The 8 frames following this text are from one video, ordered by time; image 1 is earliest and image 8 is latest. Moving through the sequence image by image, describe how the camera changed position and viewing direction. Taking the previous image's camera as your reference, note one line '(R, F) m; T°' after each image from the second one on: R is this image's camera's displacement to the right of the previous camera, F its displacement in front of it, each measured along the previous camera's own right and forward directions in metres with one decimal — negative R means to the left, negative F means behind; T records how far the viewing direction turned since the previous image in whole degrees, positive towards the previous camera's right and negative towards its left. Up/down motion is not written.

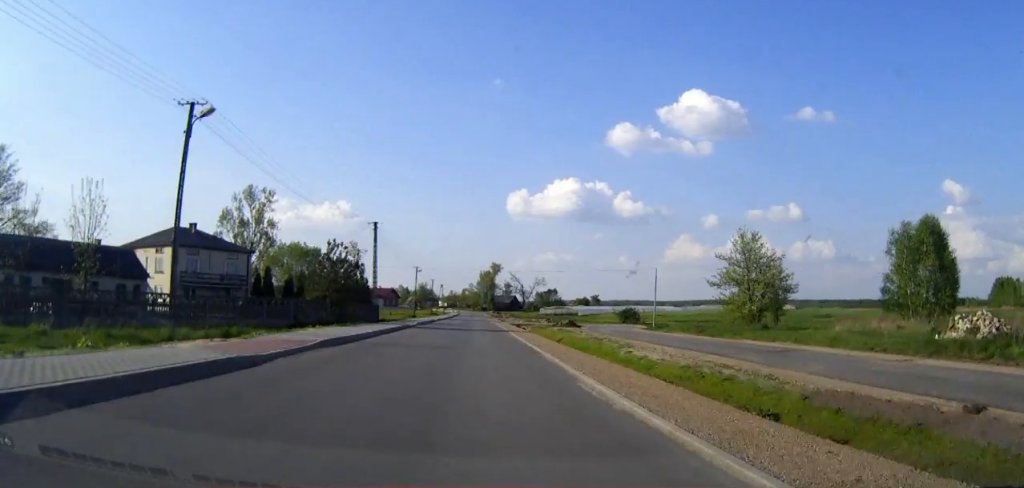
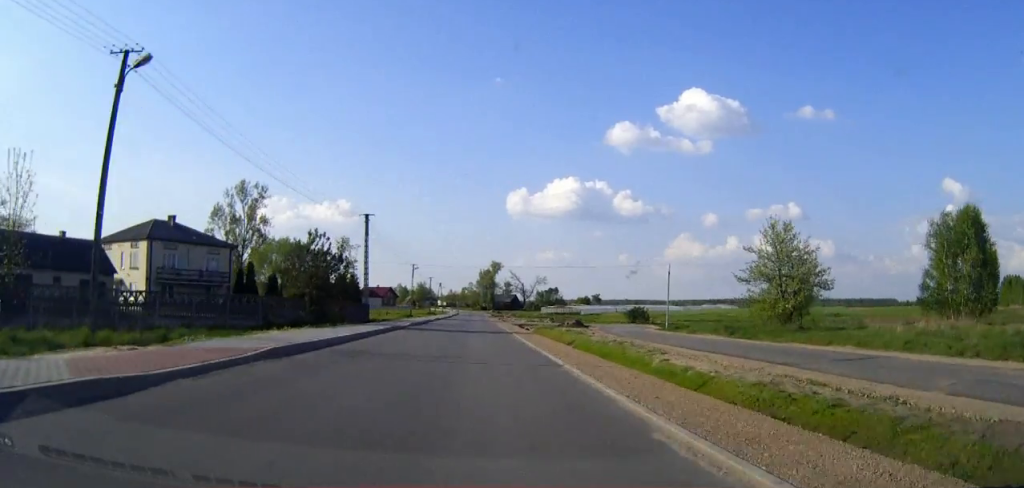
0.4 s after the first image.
(0.0, +5.7) m; 0°
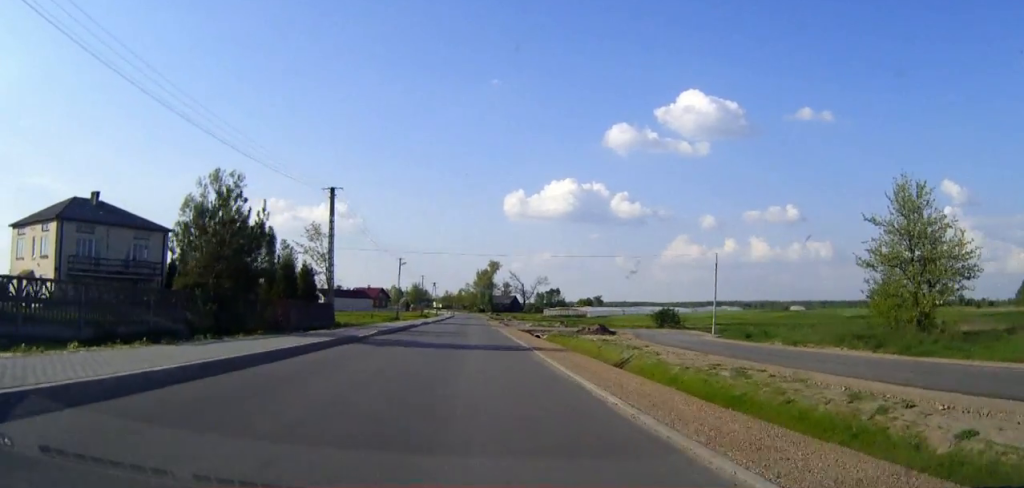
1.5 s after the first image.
(0.0, +15.7) m; 0°
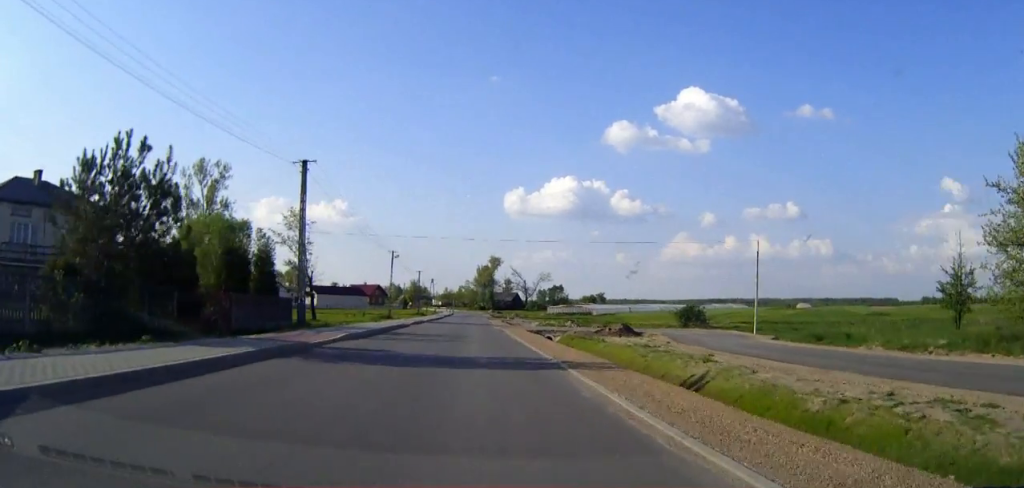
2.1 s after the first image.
(0.0, +9.1) m; 0°
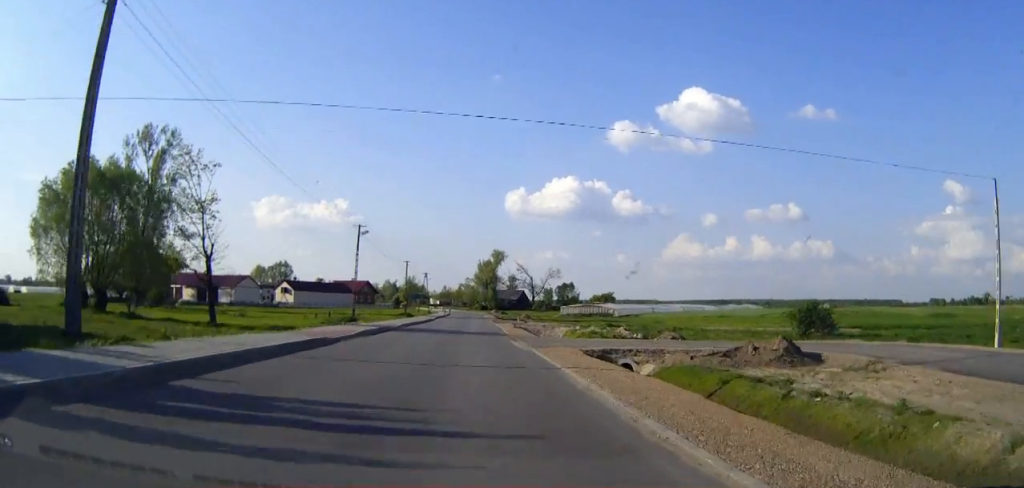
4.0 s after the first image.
(0.0, +26.6) m; 0°
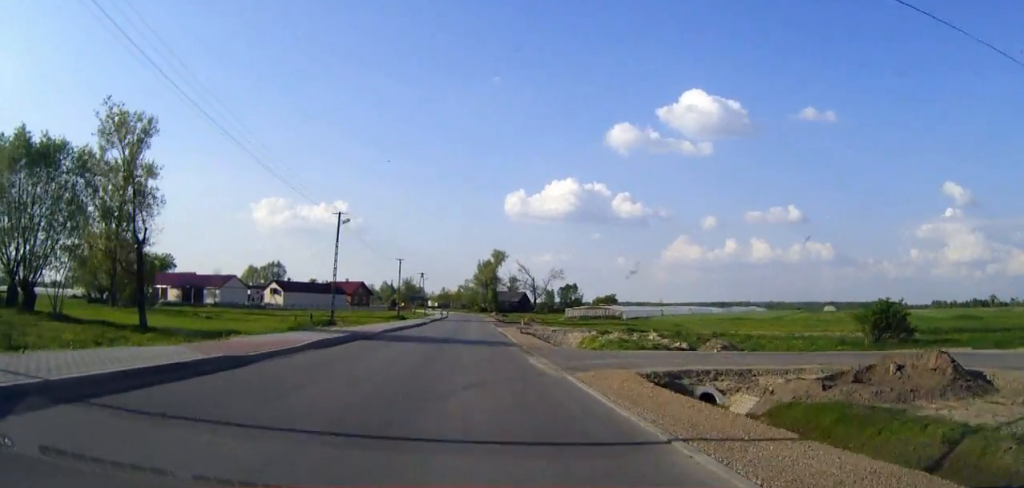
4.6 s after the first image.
(0.0, +9.1) m; 0°
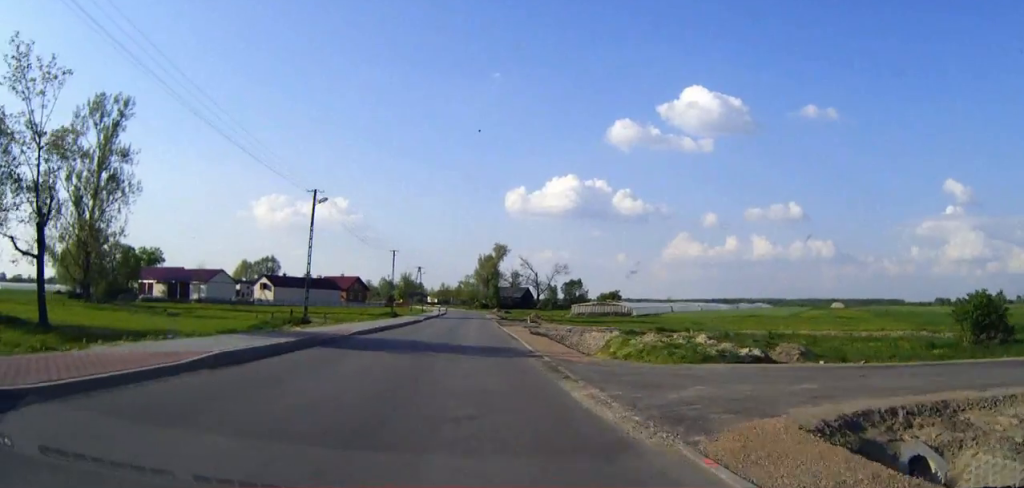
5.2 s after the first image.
(0.0, +8.6) m; 0°
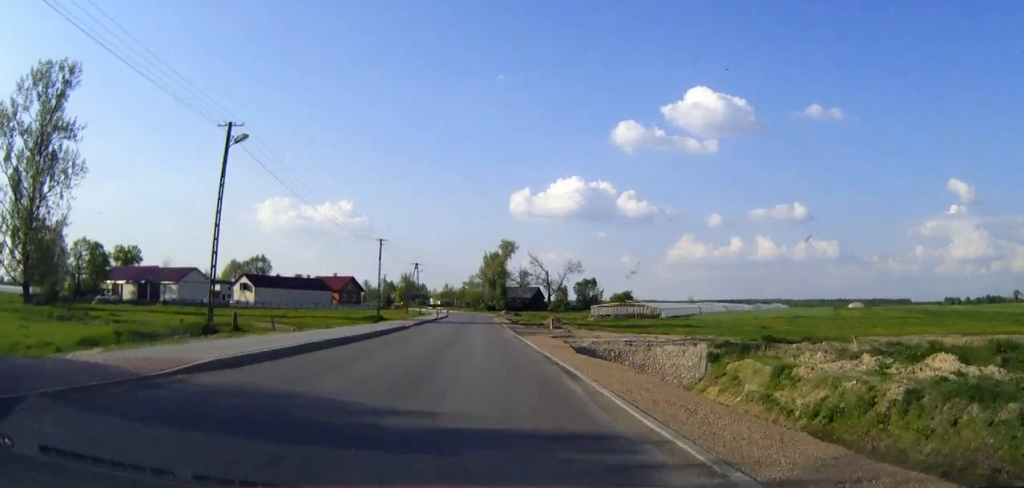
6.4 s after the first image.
(0.0, +17.3) m; 0°
